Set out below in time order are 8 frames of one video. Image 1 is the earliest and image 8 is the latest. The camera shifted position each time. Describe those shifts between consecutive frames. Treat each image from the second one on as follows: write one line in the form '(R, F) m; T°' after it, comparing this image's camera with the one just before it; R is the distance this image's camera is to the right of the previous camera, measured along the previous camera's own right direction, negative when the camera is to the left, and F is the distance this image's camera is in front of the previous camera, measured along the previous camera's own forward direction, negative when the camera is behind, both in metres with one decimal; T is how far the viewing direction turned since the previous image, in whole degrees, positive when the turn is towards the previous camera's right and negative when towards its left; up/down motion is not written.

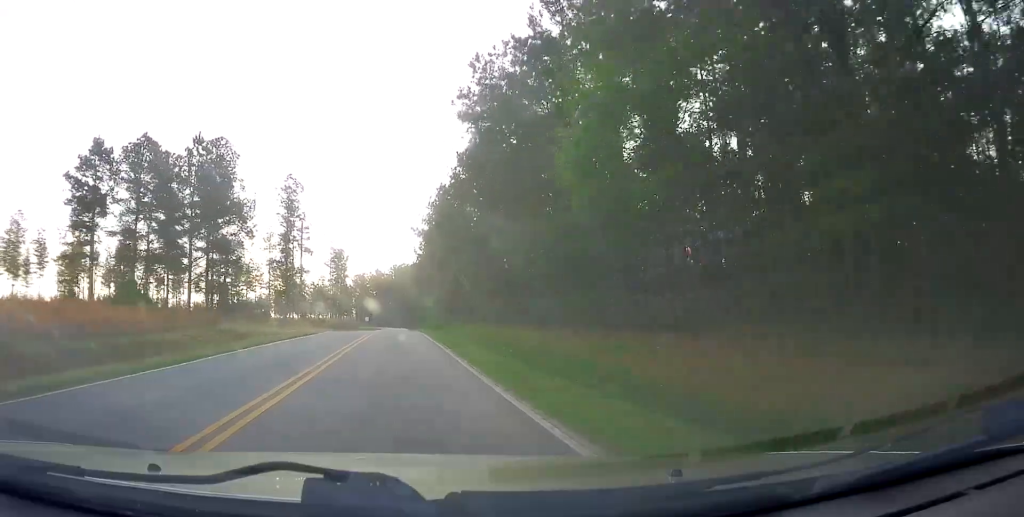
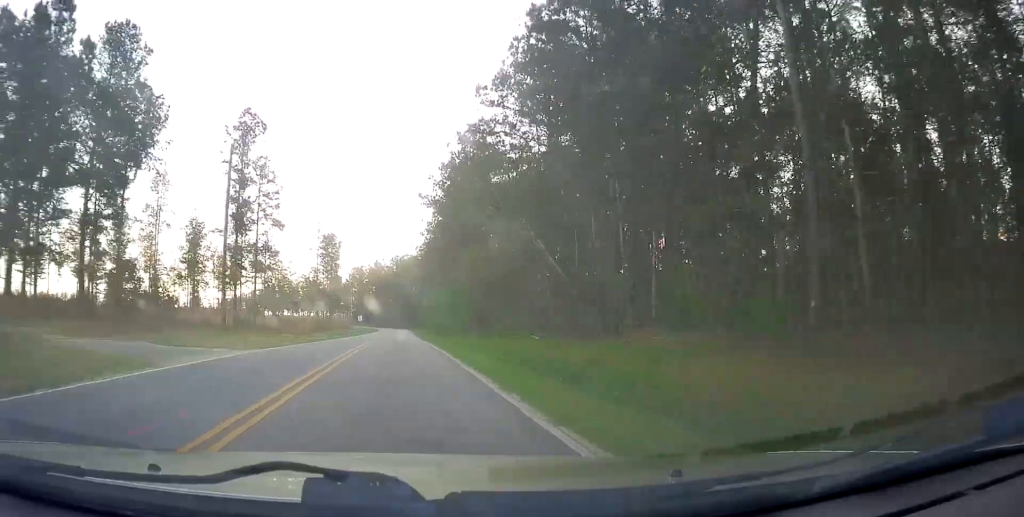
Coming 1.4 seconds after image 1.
(+0.4, +26.9) m; +1°
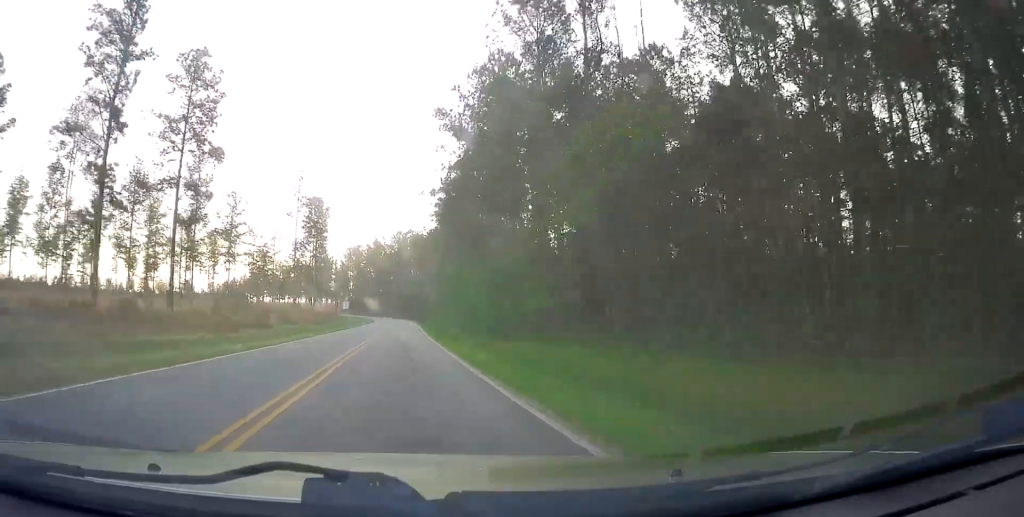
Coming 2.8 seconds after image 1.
(-0.4, +27.4) m; -1°
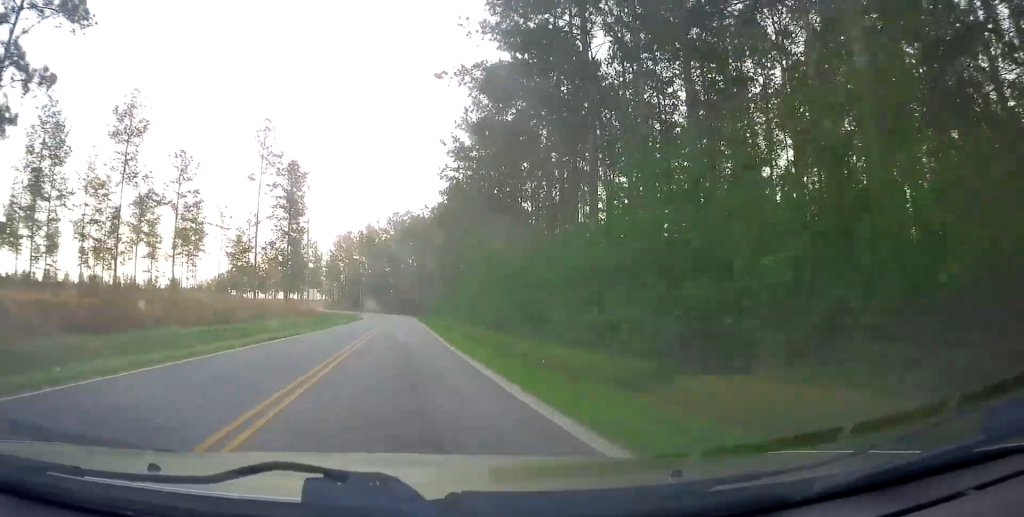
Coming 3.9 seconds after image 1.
(0.0, +23.1) m; 0°
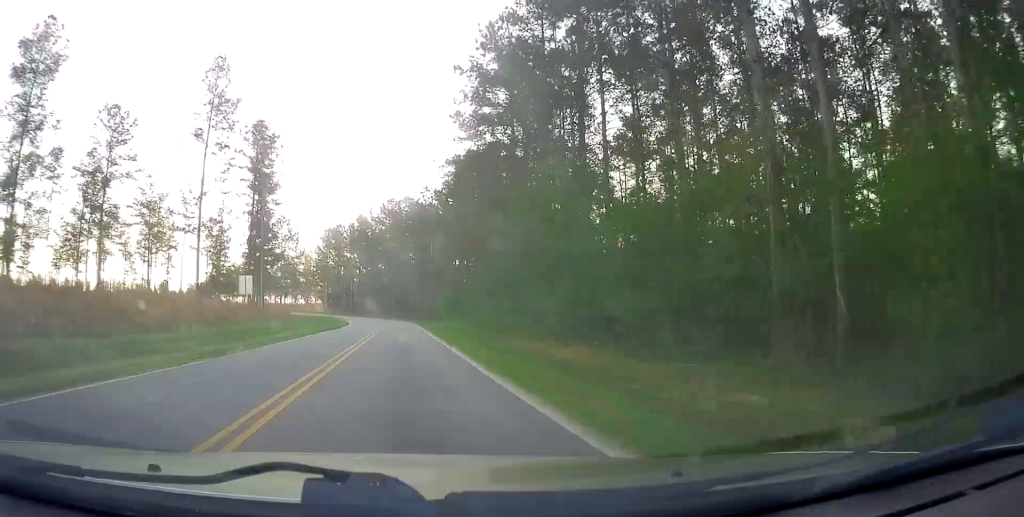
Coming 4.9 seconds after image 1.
(-0.1, +18.9) m; 0°
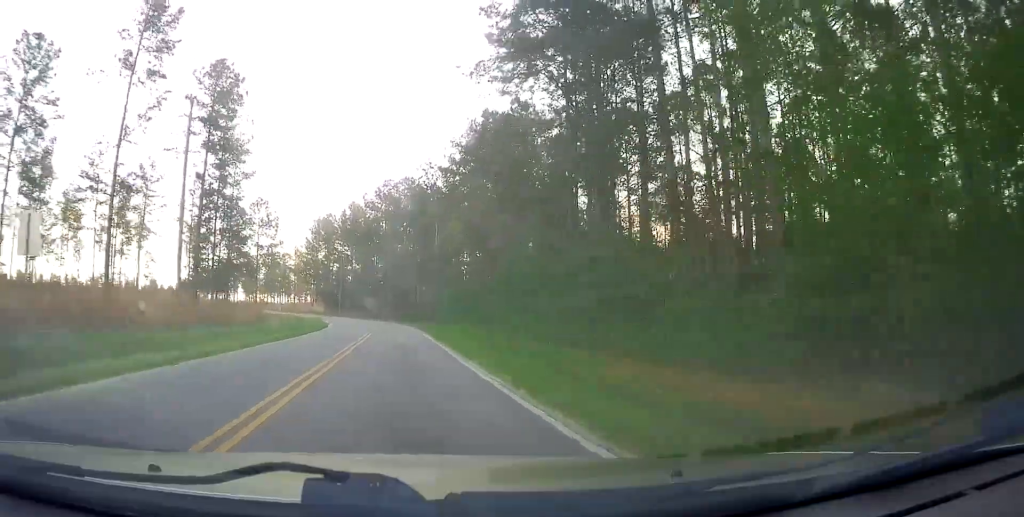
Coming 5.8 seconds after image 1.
(0.0, +15.8) m; +1°
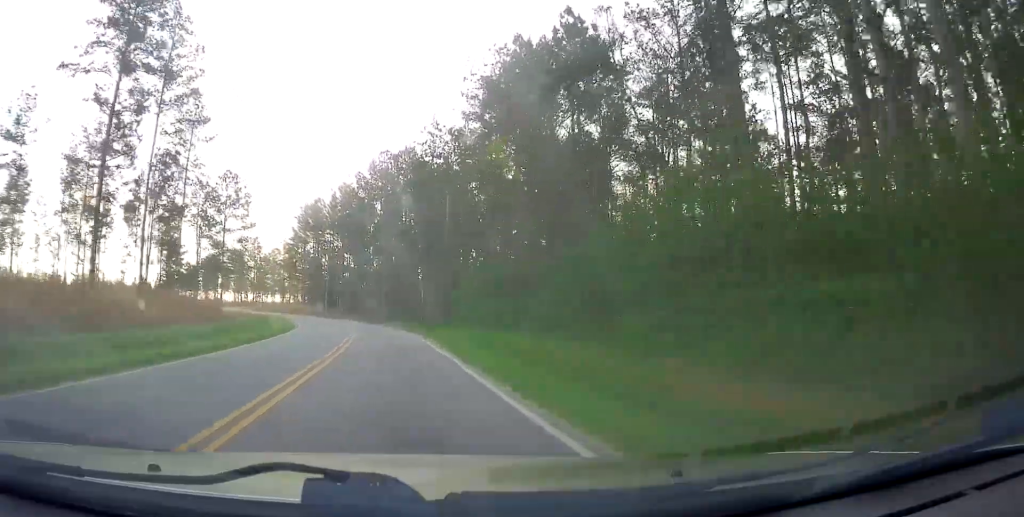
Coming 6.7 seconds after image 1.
(+0.4, +17.1) m; +1°
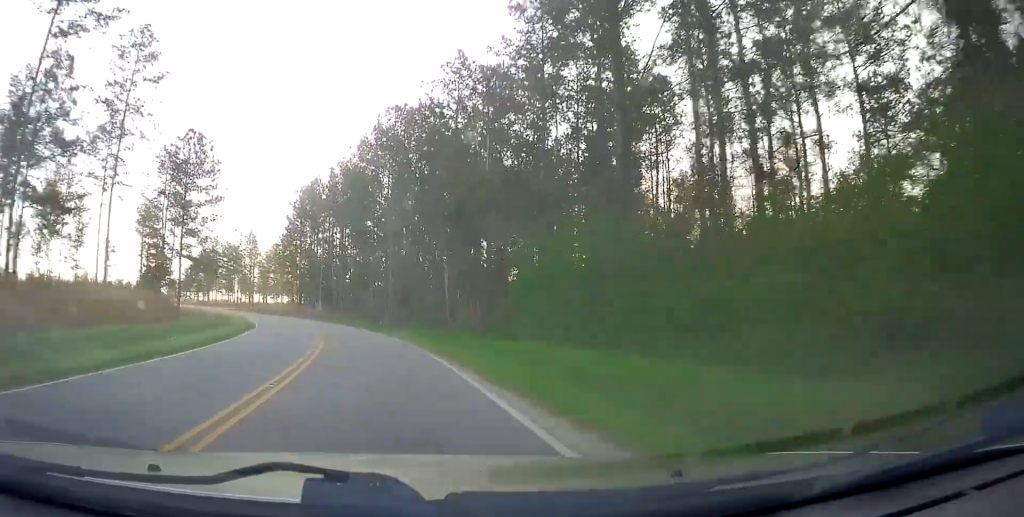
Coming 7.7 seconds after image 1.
(0.0, +17.8) m; -1°
